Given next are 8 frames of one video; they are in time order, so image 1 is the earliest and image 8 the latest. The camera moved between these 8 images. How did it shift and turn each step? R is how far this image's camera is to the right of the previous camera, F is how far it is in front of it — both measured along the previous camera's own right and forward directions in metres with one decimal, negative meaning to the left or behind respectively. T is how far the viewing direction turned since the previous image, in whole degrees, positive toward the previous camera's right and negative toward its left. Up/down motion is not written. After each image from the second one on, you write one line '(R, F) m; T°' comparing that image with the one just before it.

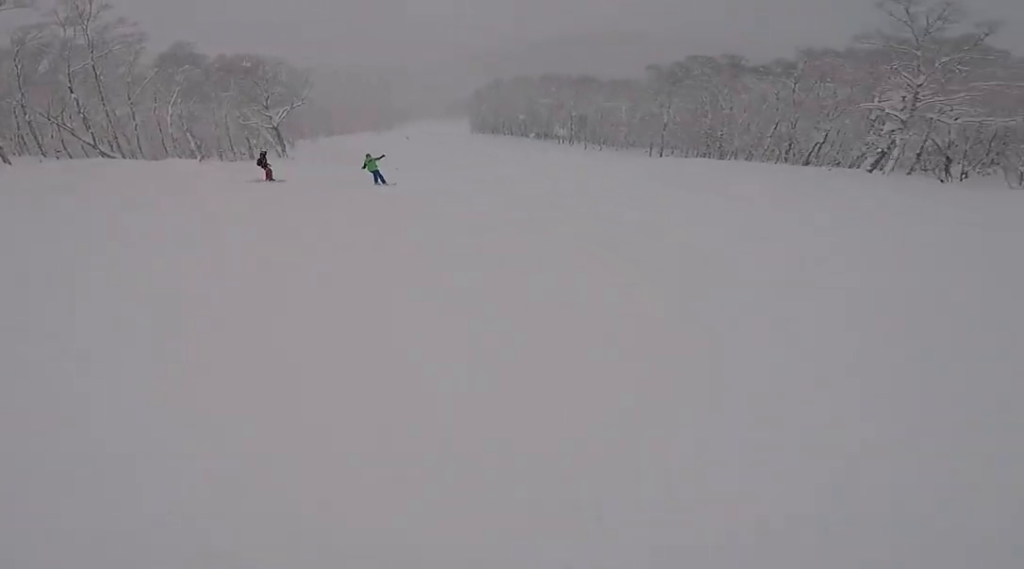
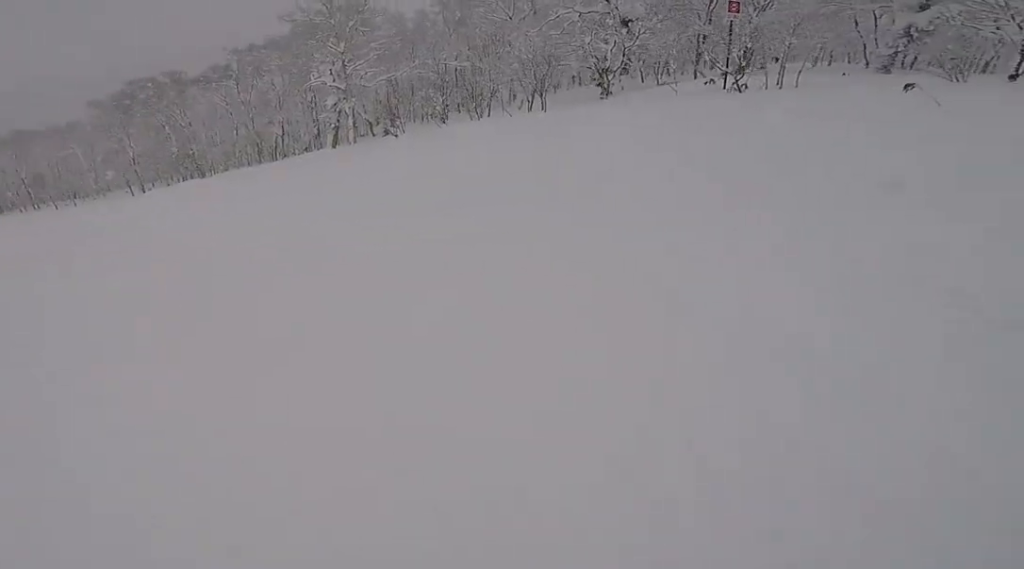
(+1.1, +3.6) m; +24°
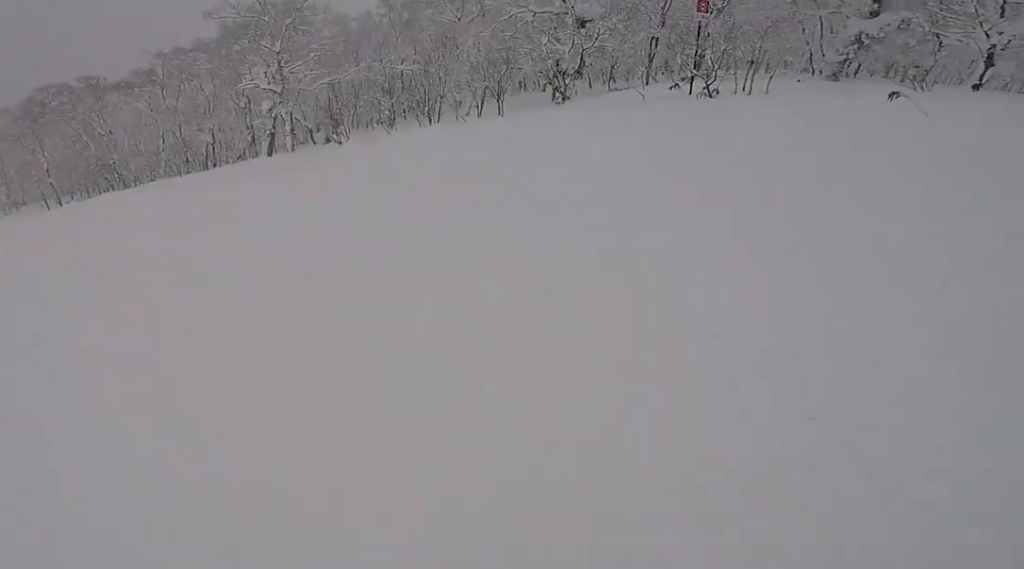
(-0.2, +1.7) m; +7°
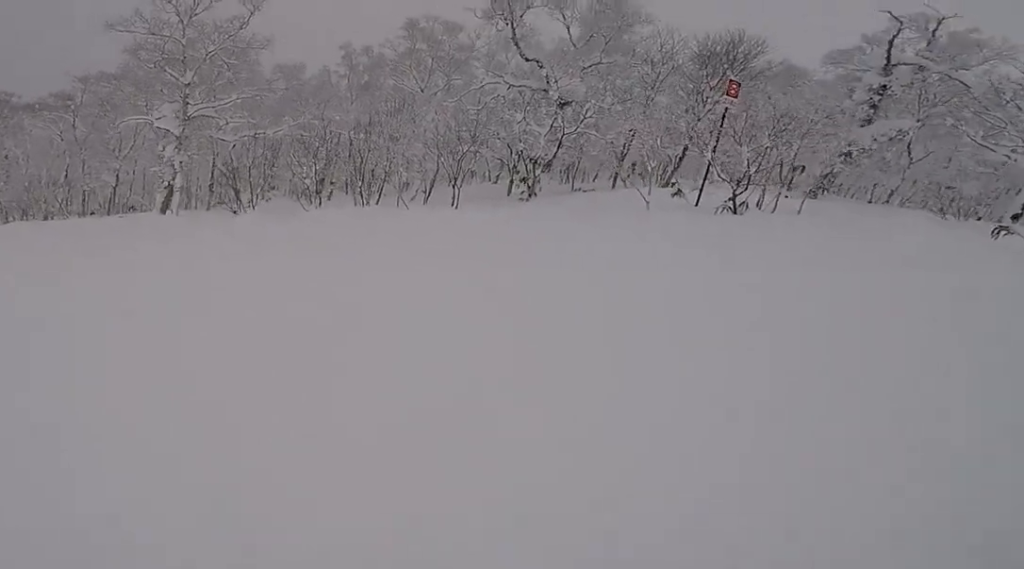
(+1.0, +4.8) m; +5°
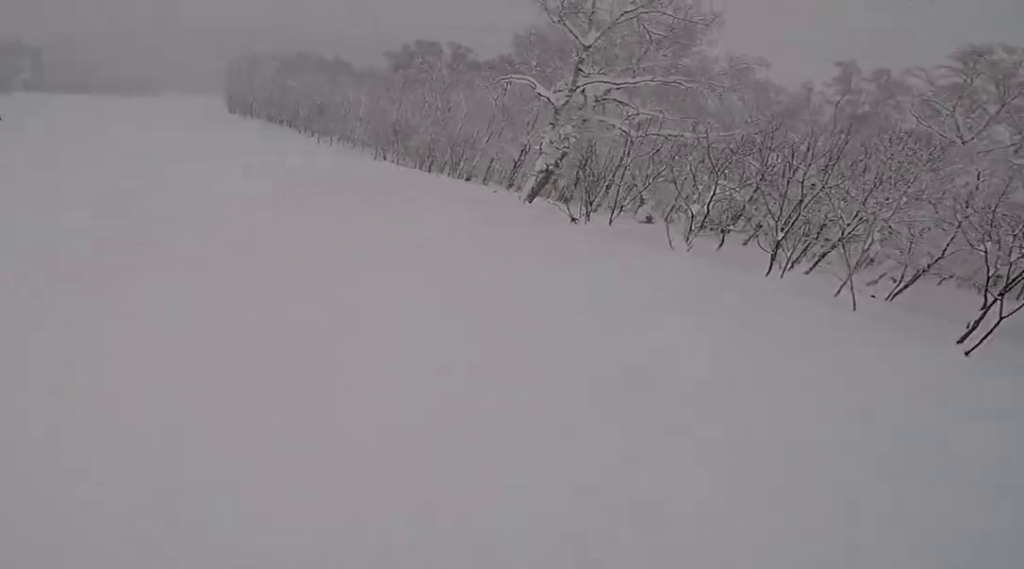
(-0.5, +4.7) m; -42°
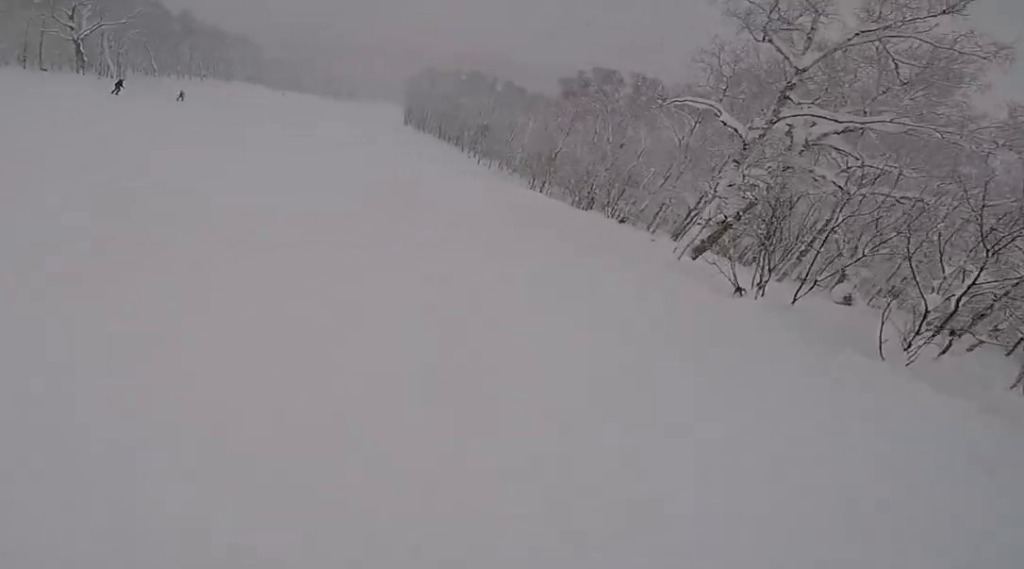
(-1.3, +2.1) m; -23°
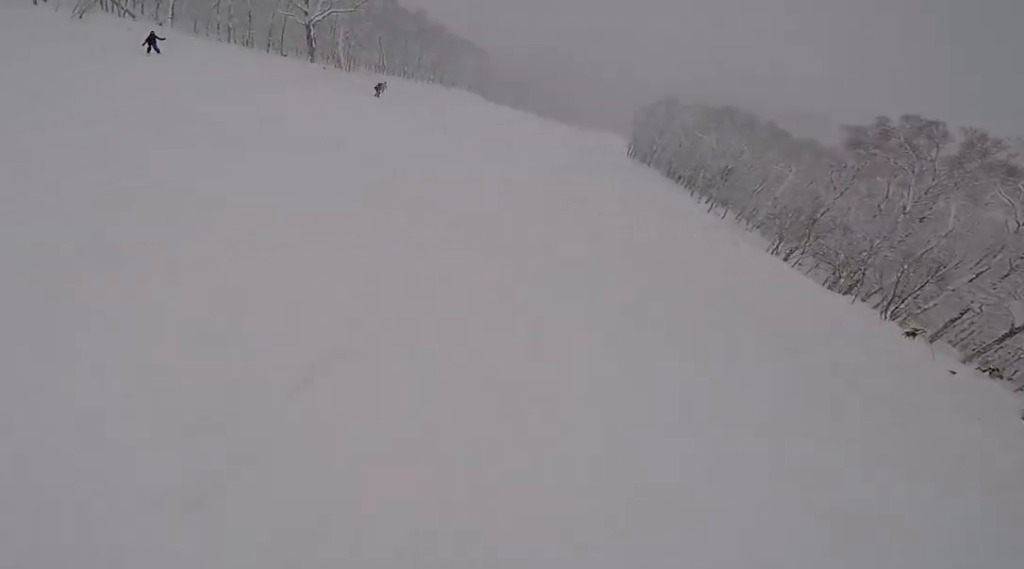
(-1.5, +4.1) m; -23°
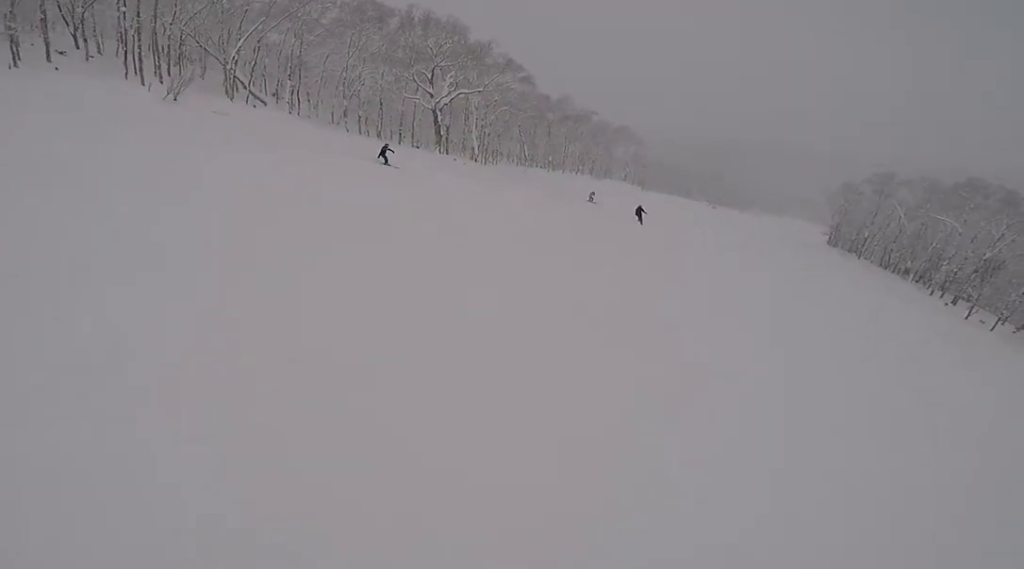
(0.0, +8.0) m; +11°
